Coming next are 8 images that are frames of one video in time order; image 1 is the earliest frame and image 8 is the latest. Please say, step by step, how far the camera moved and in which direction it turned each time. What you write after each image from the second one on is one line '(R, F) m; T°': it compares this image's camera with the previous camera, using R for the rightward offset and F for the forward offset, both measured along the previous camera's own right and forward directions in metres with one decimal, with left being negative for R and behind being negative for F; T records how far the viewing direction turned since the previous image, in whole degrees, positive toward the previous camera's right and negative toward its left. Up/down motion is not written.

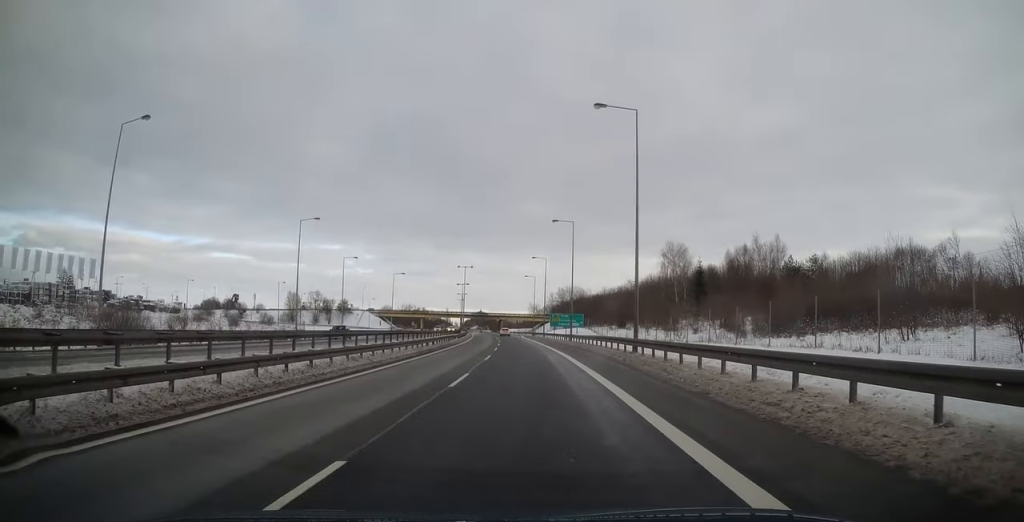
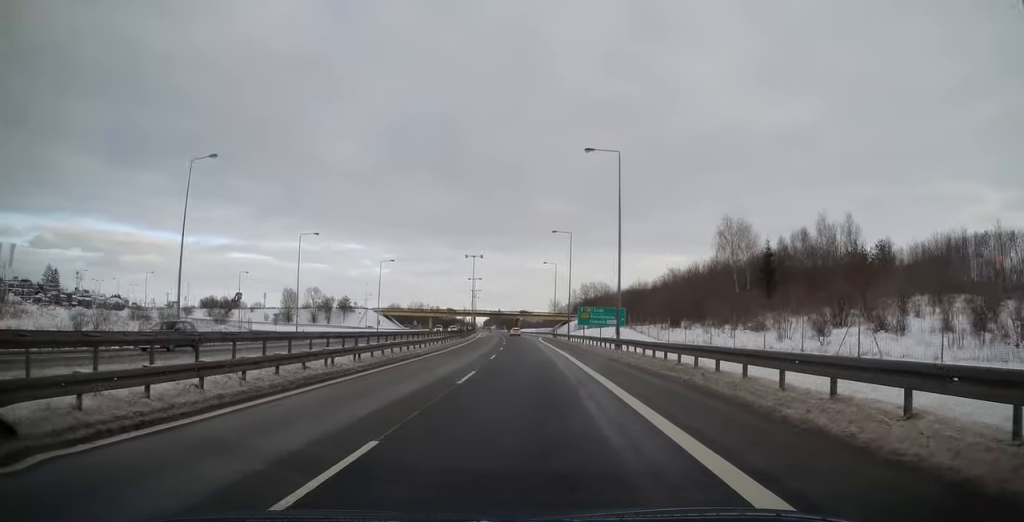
(-0.5, +23.2) m; -1°
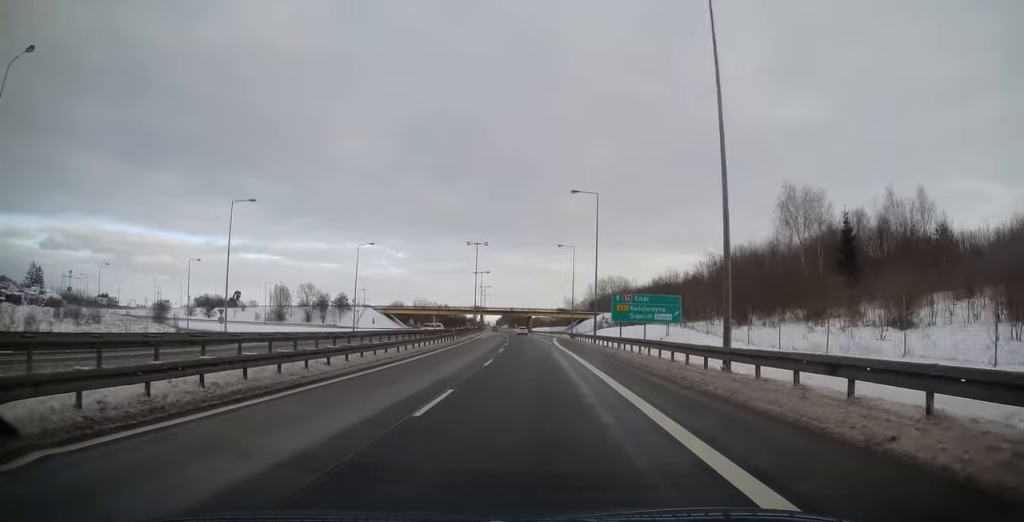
(-0.1, +18.3) m; -1°
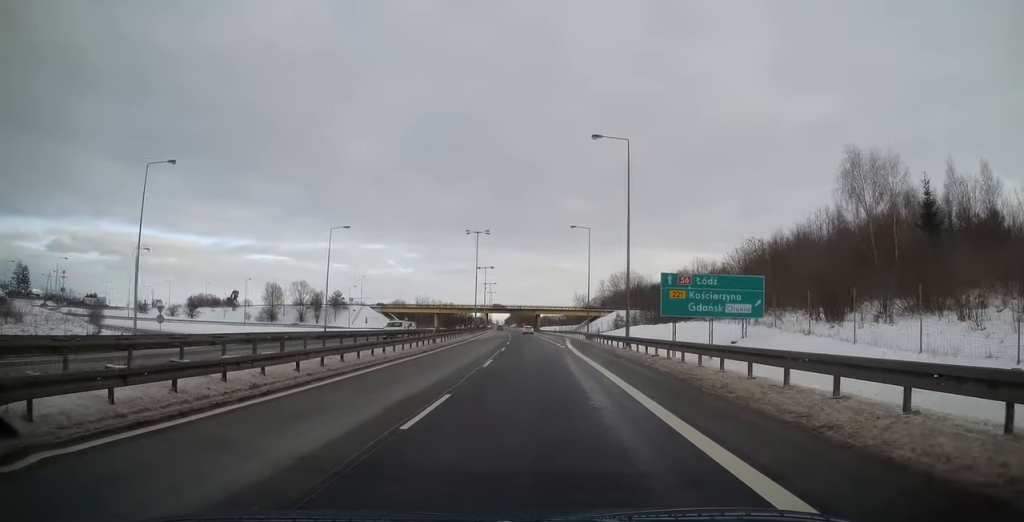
(+0.1, +13.3) m; -1°
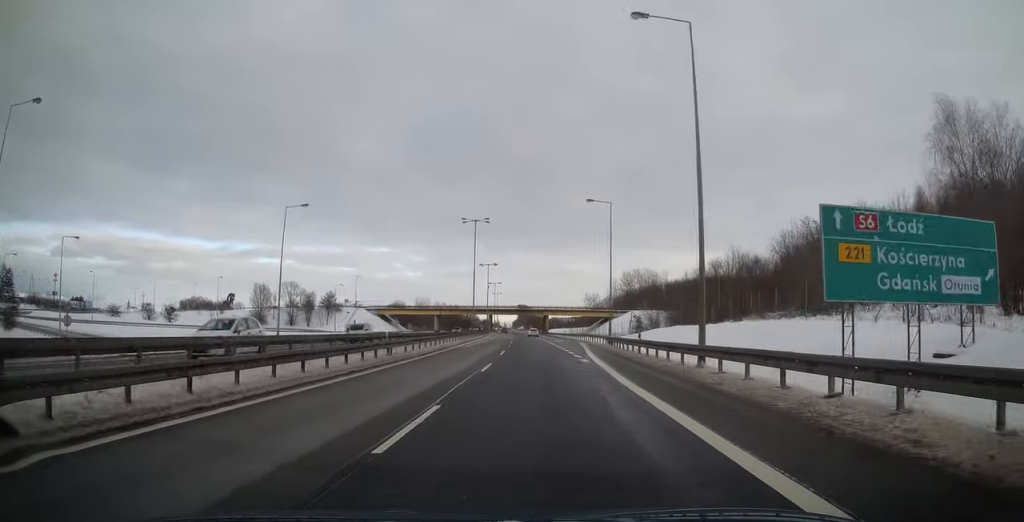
(-0.2, +13.8) m; -1°
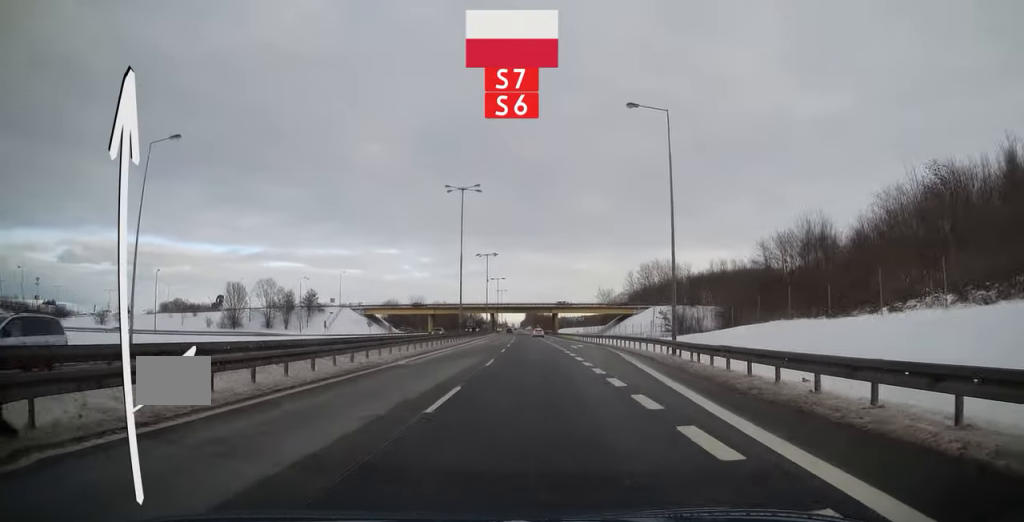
(-0.5, +21.2) m; -1°
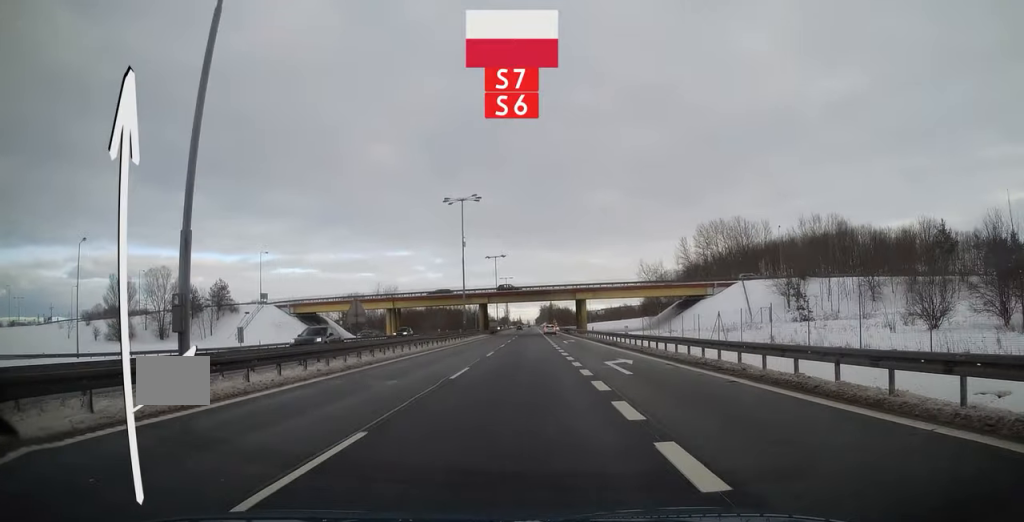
(-1.0, +54.5) m; -2°
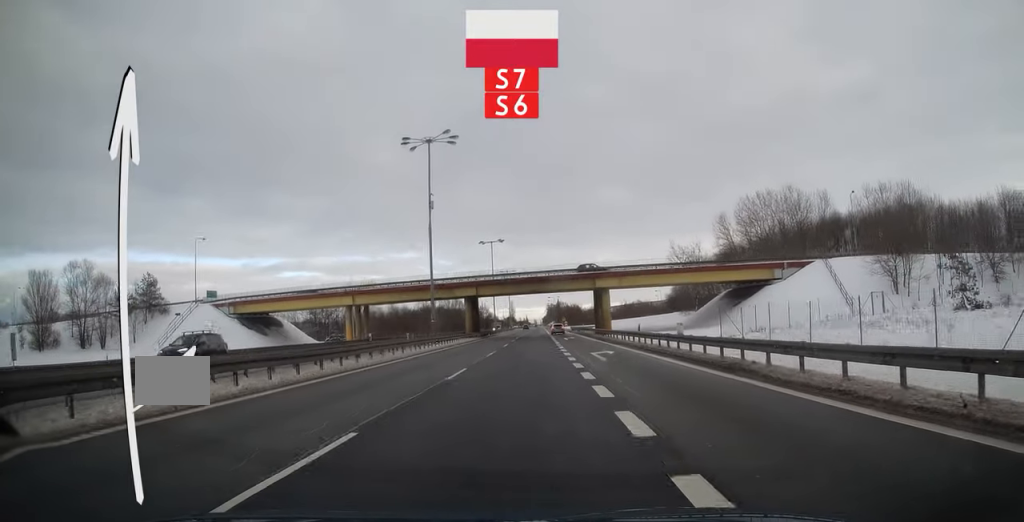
(-0.1, +24.4) m; 0°
